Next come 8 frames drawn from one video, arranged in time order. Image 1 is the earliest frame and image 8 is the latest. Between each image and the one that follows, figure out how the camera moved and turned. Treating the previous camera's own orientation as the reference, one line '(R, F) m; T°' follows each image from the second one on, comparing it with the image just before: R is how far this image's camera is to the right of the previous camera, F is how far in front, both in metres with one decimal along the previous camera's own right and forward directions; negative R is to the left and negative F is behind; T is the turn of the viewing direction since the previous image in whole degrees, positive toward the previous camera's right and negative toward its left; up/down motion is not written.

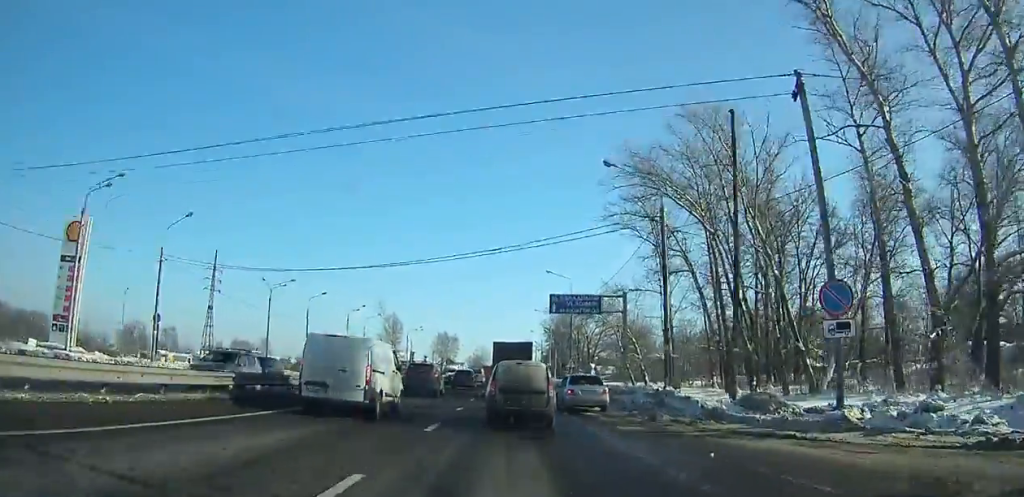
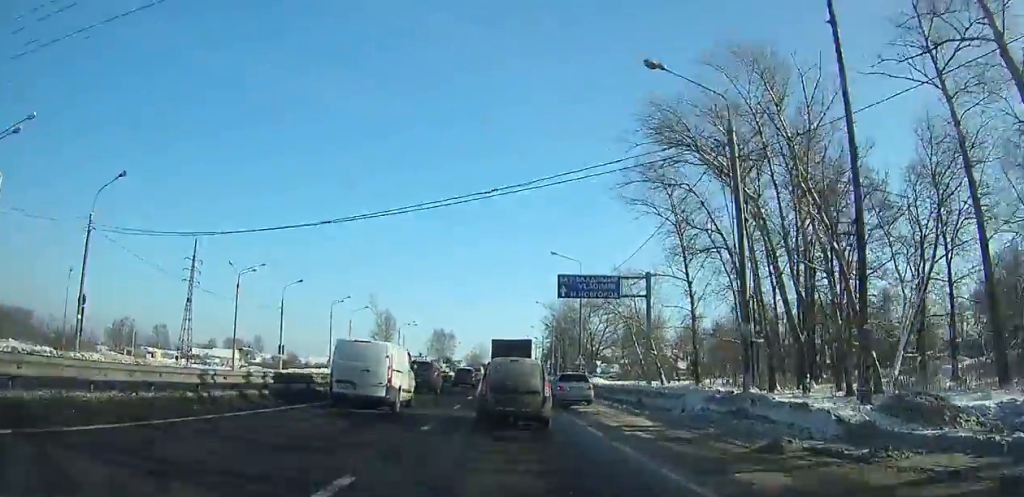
(-0.3, +8.7) m; 0°
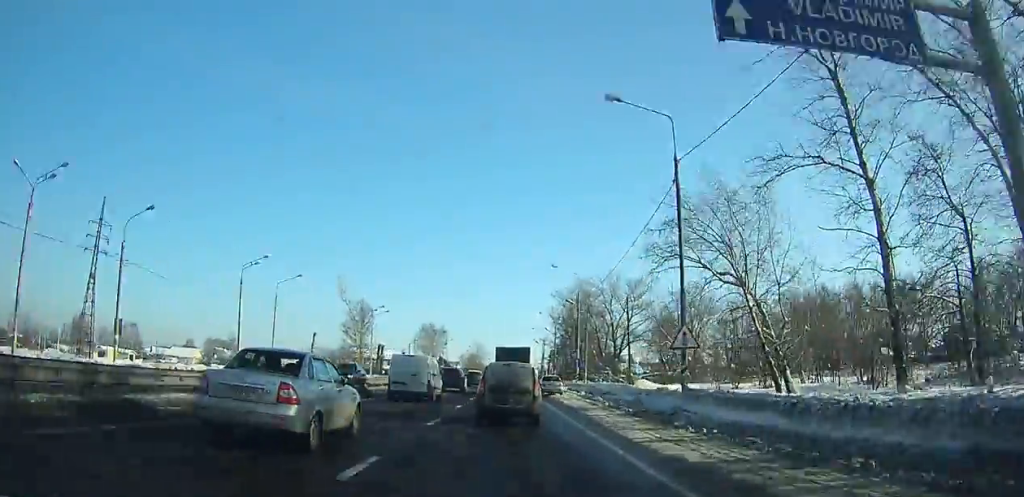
(+0.8, +34.6) m; +2°
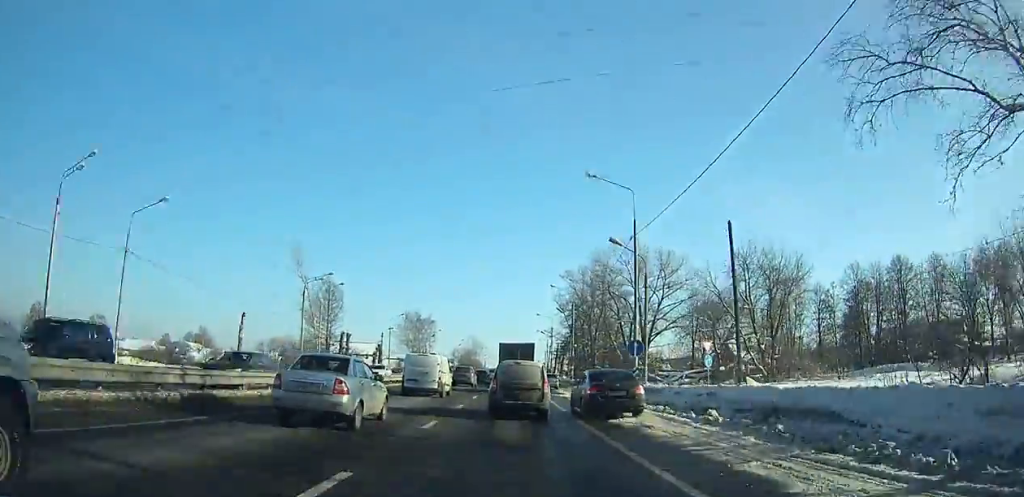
(0.0, +25.1) m; 0°
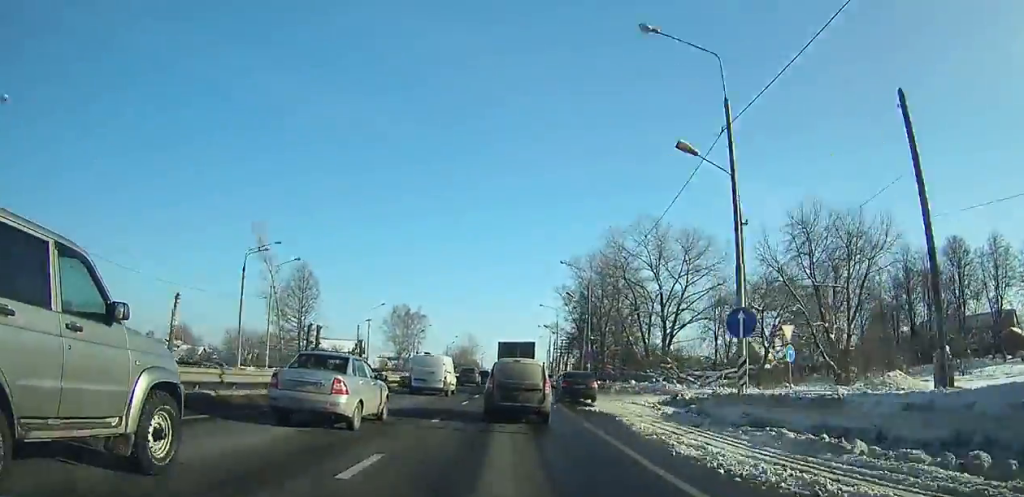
(0.0, +13.1) m; 0°
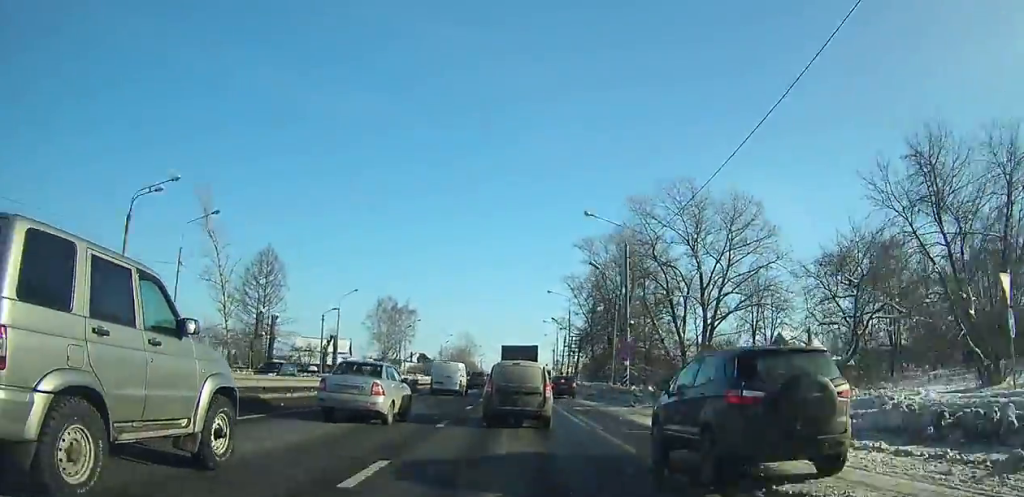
(0.0, +15.6) m; 0°
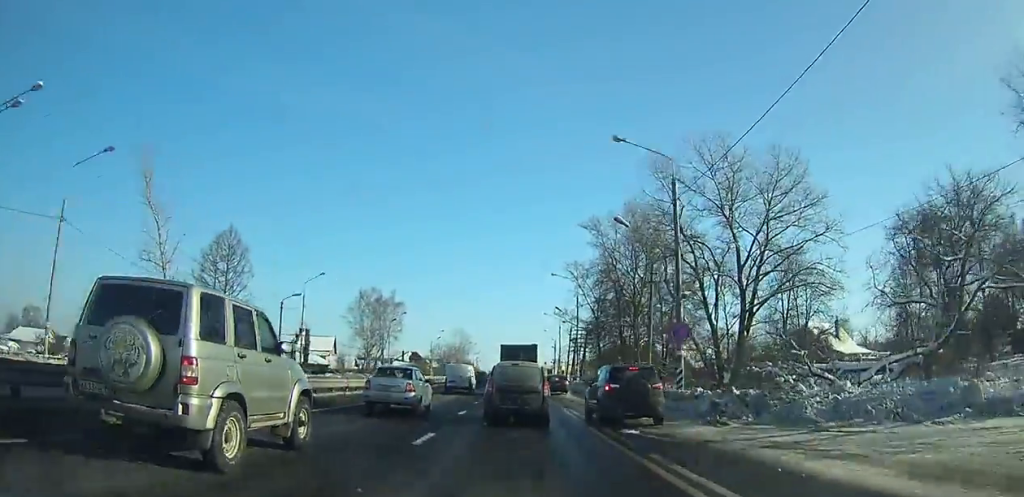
(+0.1, +11.0) m; 0°
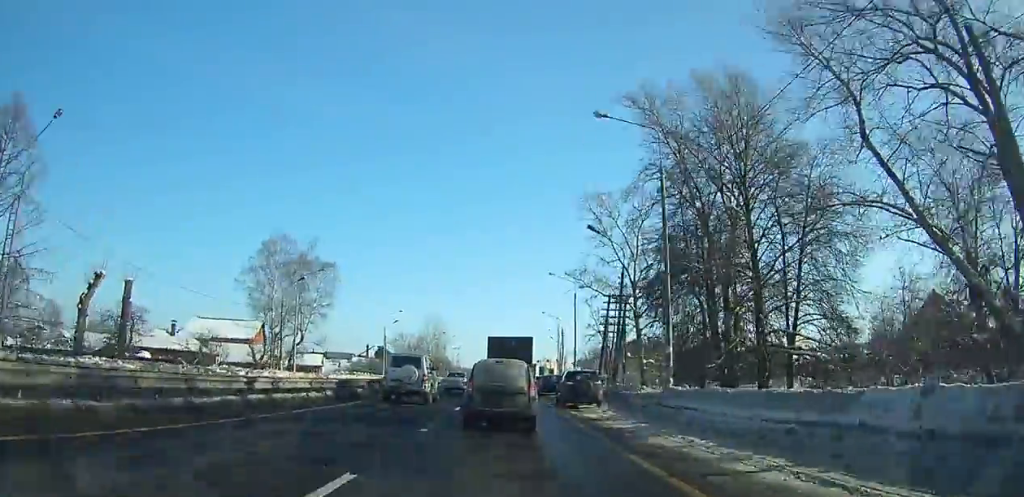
(+0.5, +33.6) m; +2°
